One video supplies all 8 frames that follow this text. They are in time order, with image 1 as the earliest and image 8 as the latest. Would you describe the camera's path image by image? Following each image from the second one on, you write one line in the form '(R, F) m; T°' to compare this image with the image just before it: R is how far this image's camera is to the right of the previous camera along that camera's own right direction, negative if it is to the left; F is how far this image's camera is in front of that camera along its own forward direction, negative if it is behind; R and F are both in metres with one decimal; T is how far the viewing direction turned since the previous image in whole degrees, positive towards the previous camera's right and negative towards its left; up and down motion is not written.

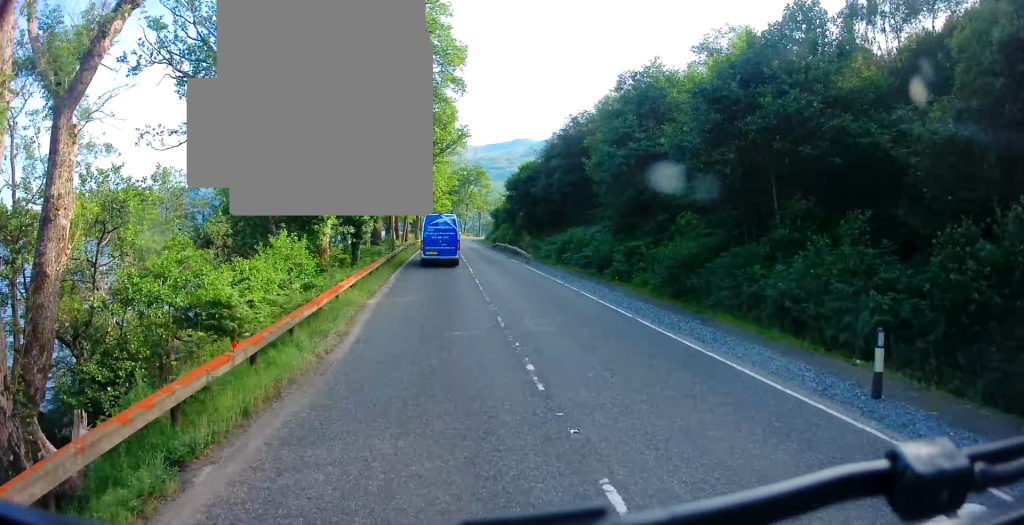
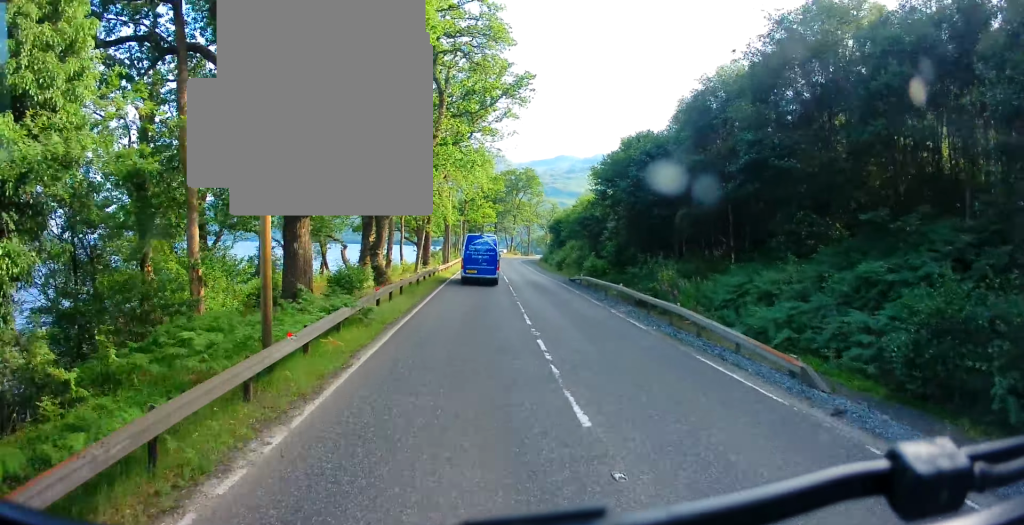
(-0.8, +27.6) m; -2°
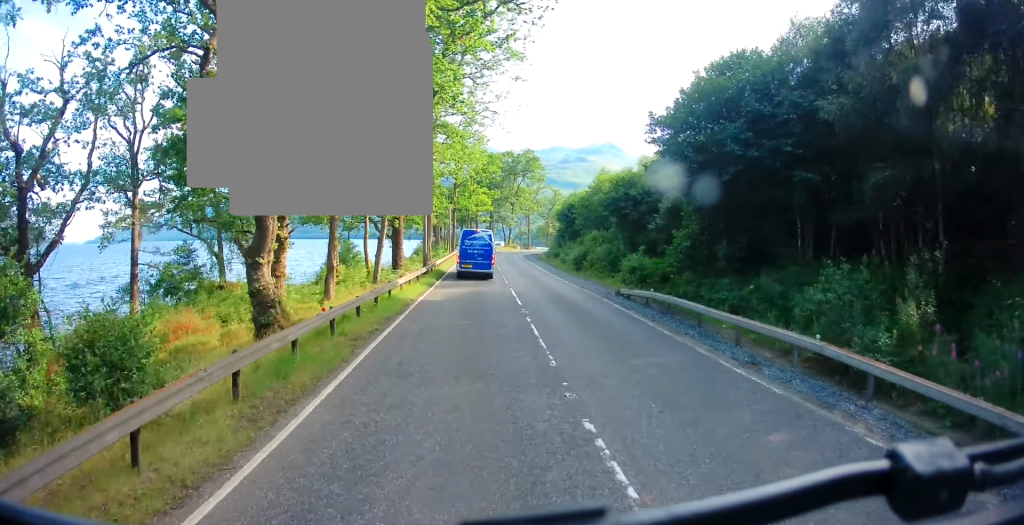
(0.0, +14.6) m; 0°
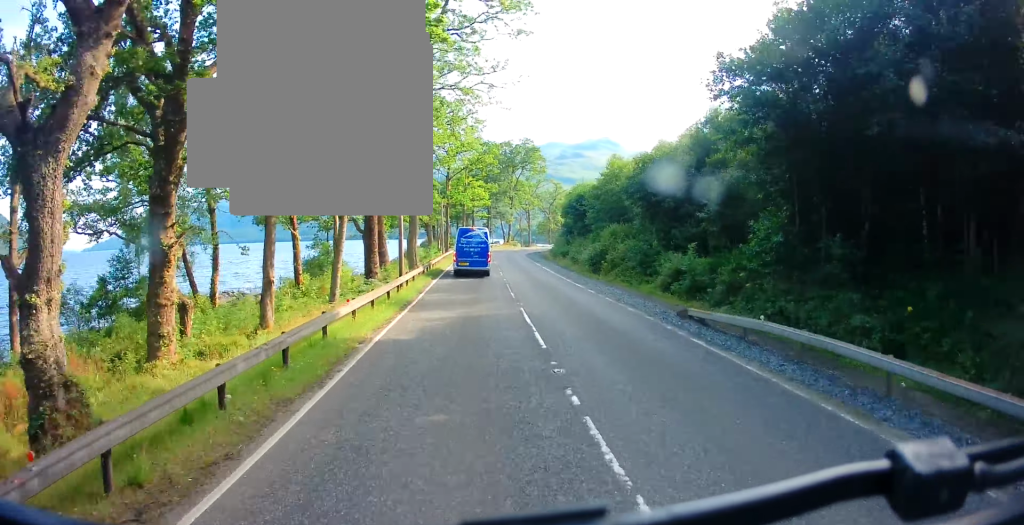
(0.0, +7.8) m; 0°
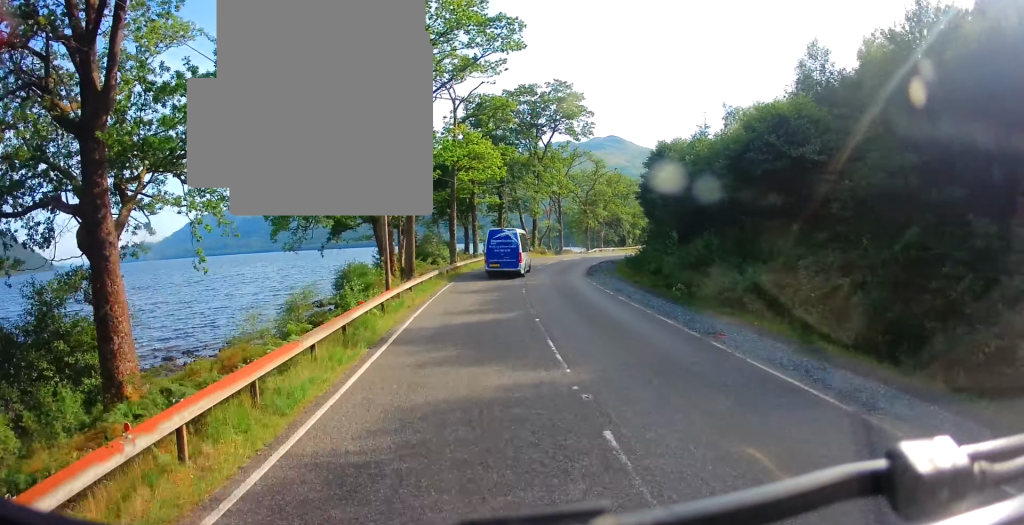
(-0.5, +37.4) m; -2°
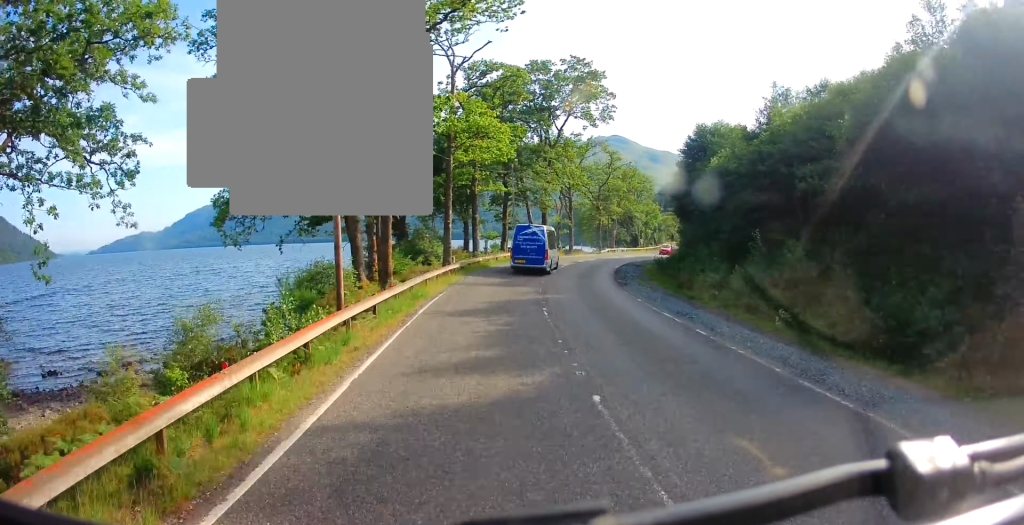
(+0.1, +7.7) m; +2°
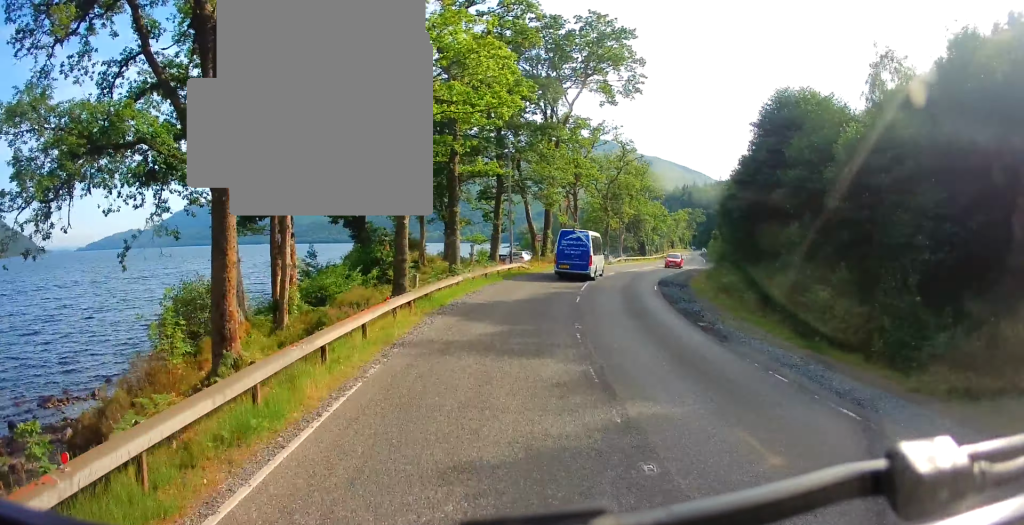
(+0.2, +12.4) m; +3°
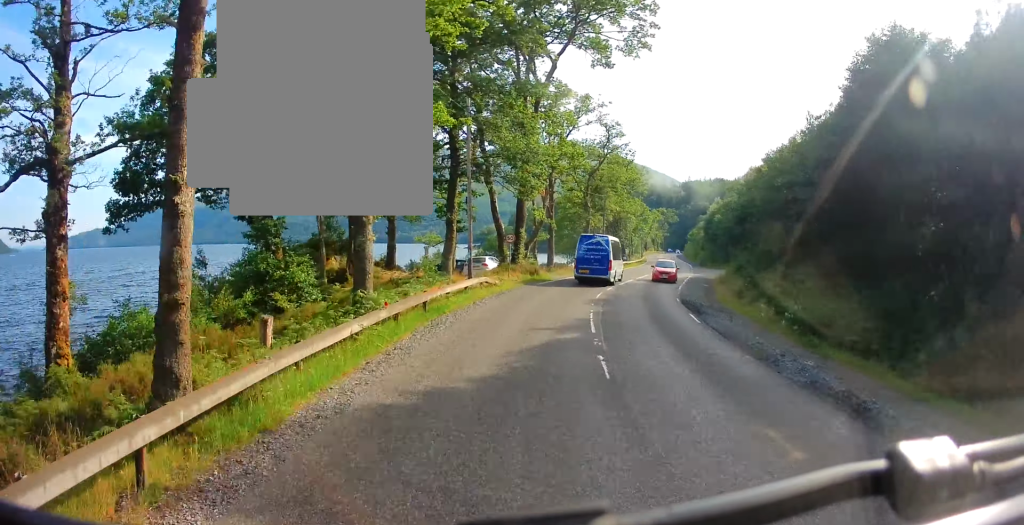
(+0.2, +10.6) m; +4°
